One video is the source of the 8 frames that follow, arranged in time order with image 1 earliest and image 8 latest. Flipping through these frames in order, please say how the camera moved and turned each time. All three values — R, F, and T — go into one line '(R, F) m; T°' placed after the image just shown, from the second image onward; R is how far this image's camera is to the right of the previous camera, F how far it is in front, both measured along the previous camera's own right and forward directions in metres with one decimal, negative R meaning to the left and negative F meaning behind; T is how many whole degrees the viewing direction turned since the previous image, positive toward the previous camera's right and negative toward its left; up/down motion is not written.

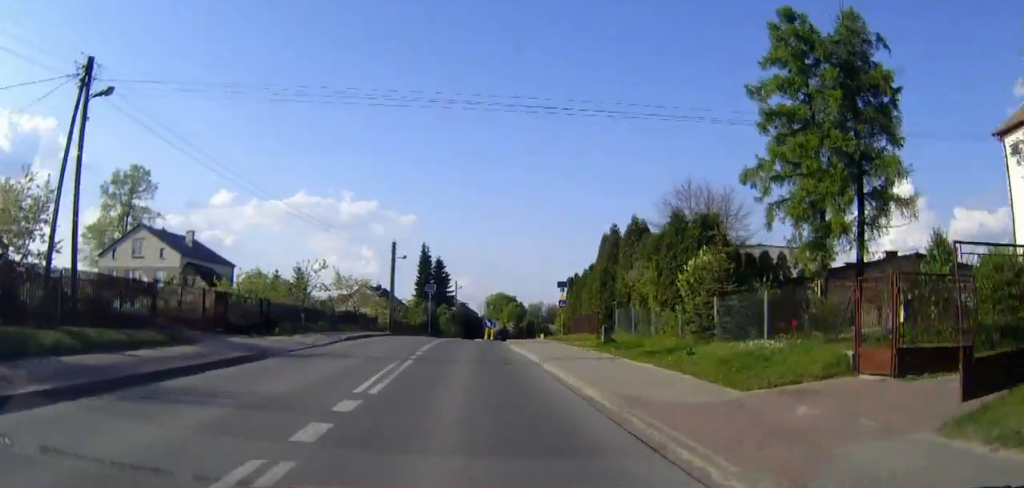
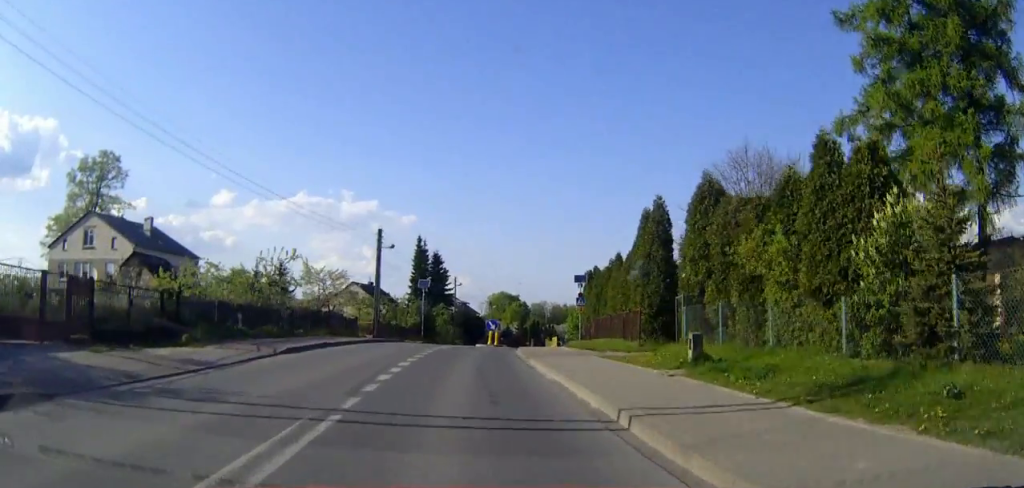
(0.0, +10.3) m; 0°
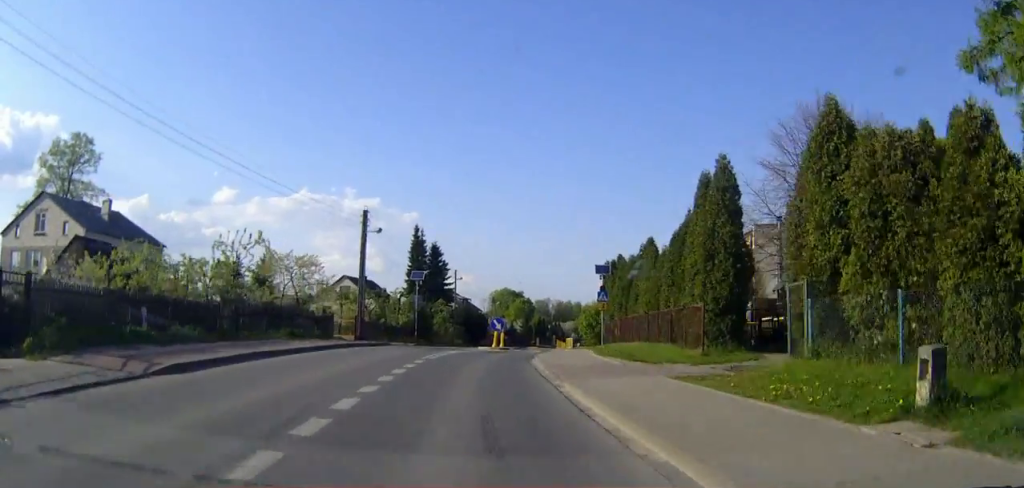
(0.0, +8.4) m; 0°
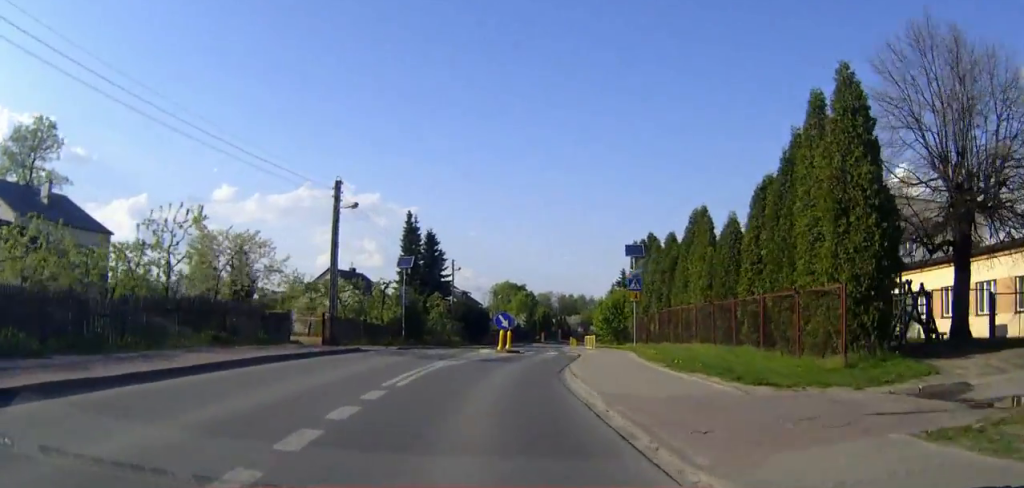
(0.0, +9.0) m; 0°
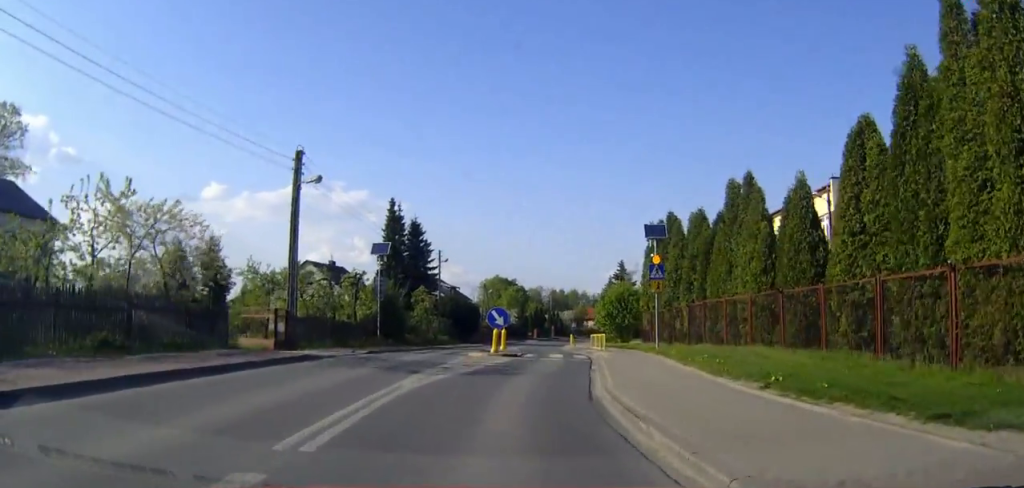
(0.0, +6.3) m; +1°
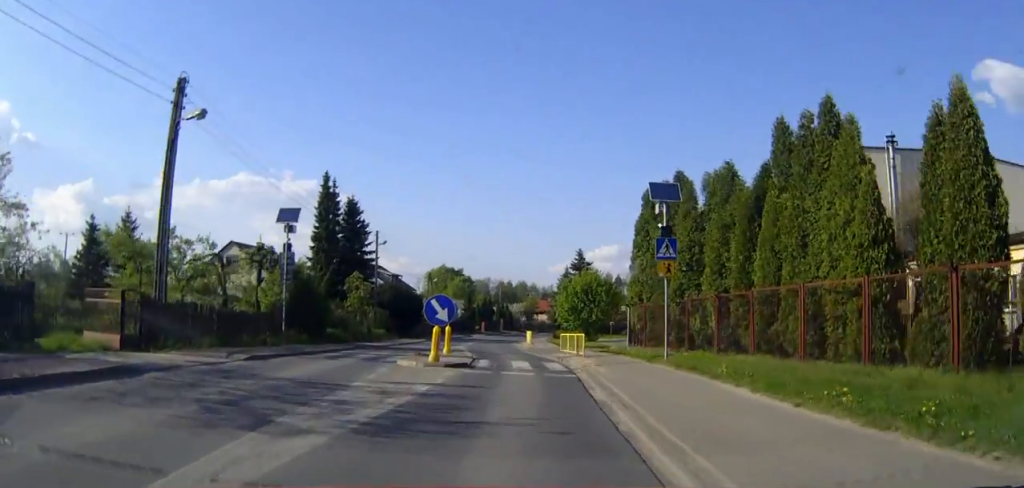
(+0.1, +8.7) m; +3°
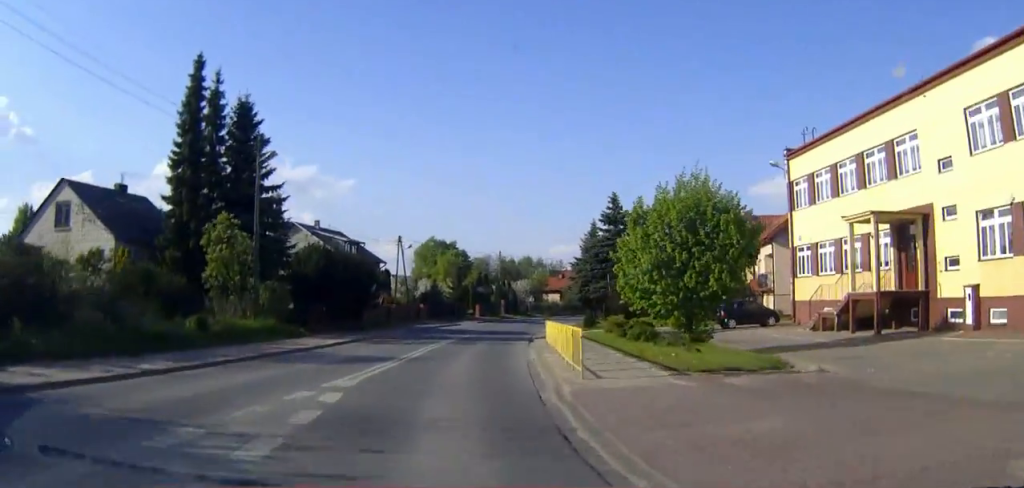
(+1.8, +28.6) m; +3°
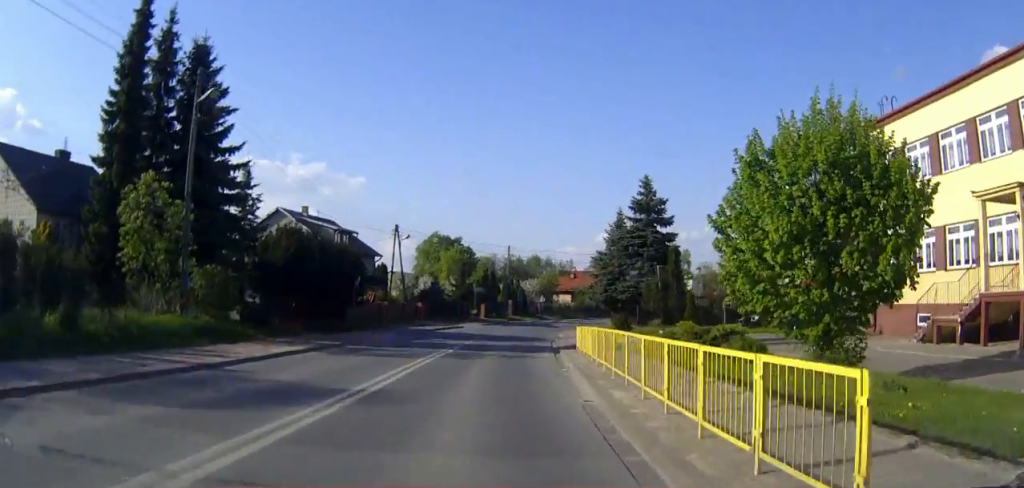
(-0.1, +8.7) m; -1°
